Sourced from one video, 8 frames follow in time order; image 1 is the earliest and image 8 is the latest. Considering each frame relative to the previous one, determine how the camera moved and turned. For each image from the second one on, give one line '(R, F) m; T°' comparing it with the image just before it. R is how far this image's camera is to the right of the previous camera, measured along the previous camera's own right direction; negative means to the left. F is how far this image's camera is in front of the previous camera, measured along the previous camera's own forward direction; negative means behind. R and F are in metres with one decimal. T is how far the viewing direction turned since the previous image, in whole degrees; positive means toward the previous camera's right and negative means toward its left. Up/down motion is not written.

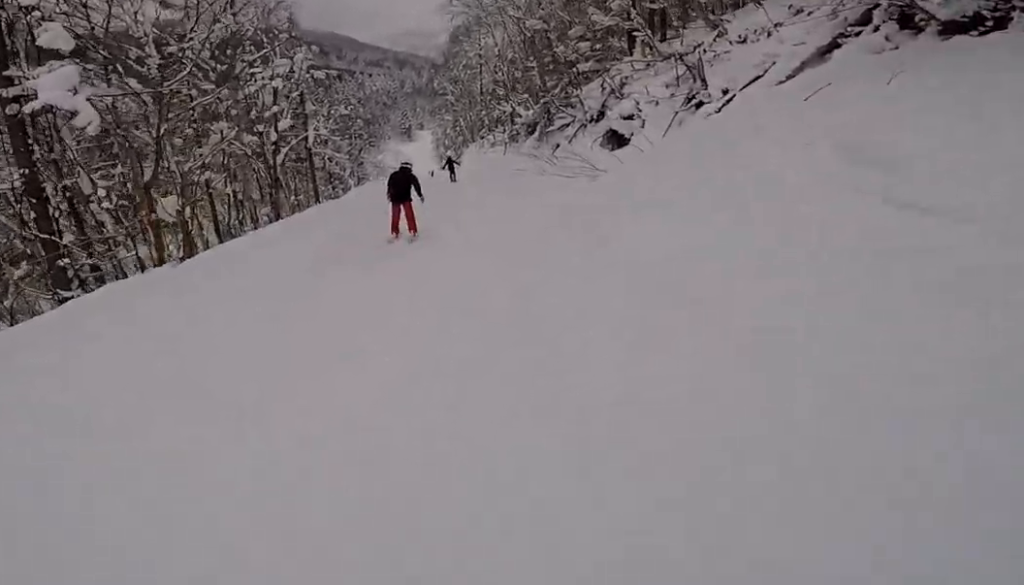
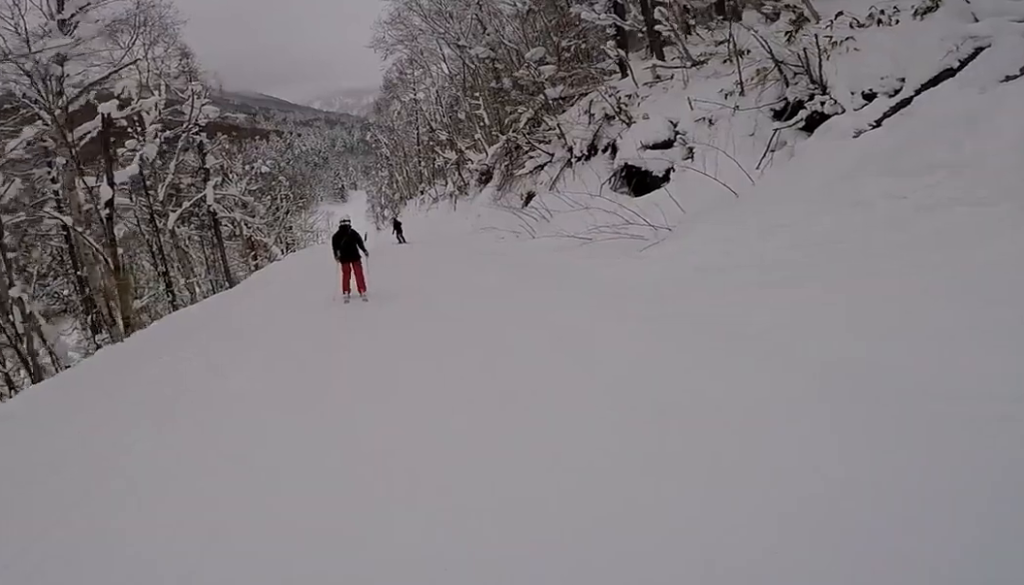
(+1.1, +7.4) m; 0°
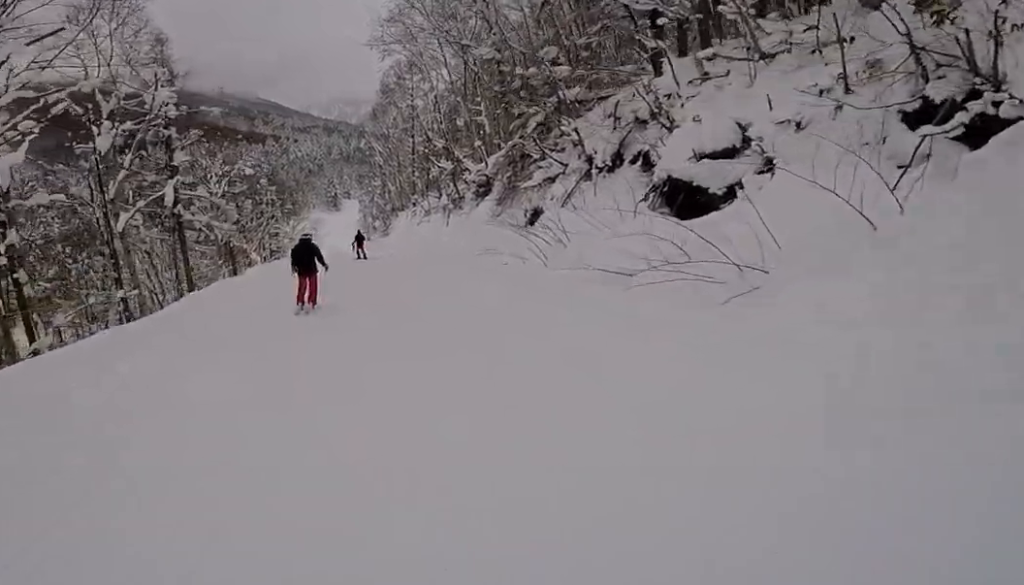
(-0.5, +3.5) m; -5°
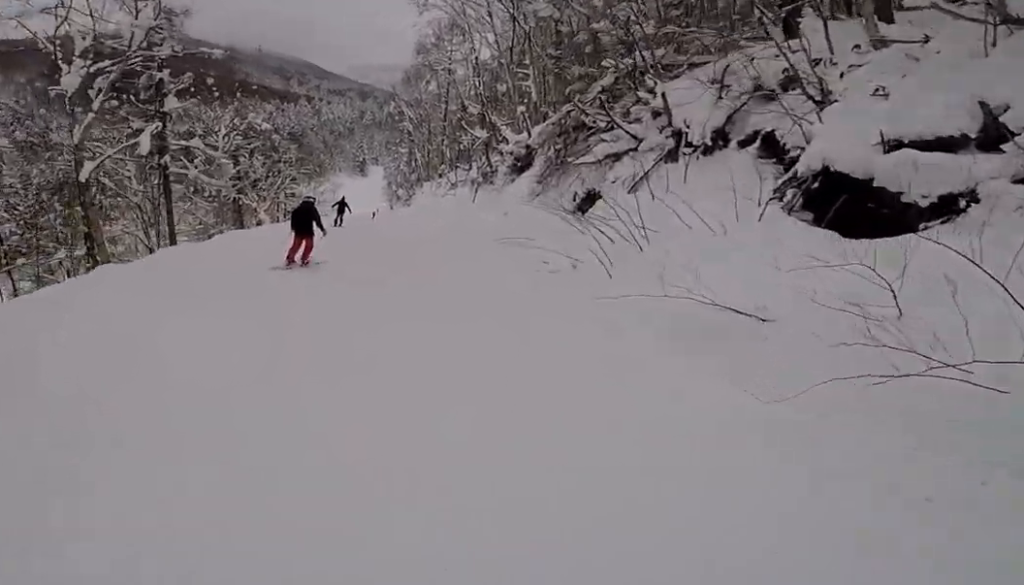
(-0.3, +3.9) m; -3°
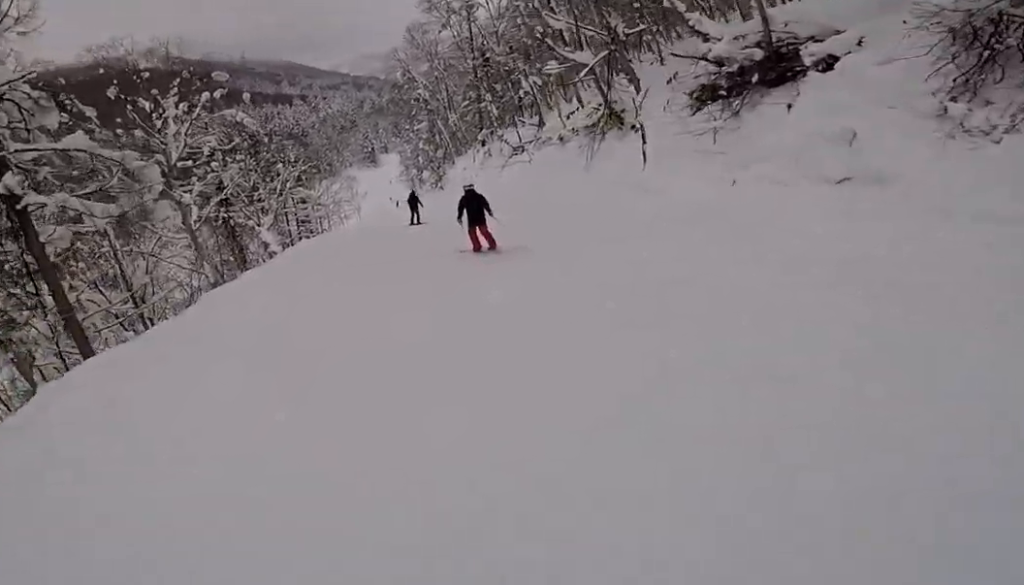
(+1.8, +13.0) m; +9°
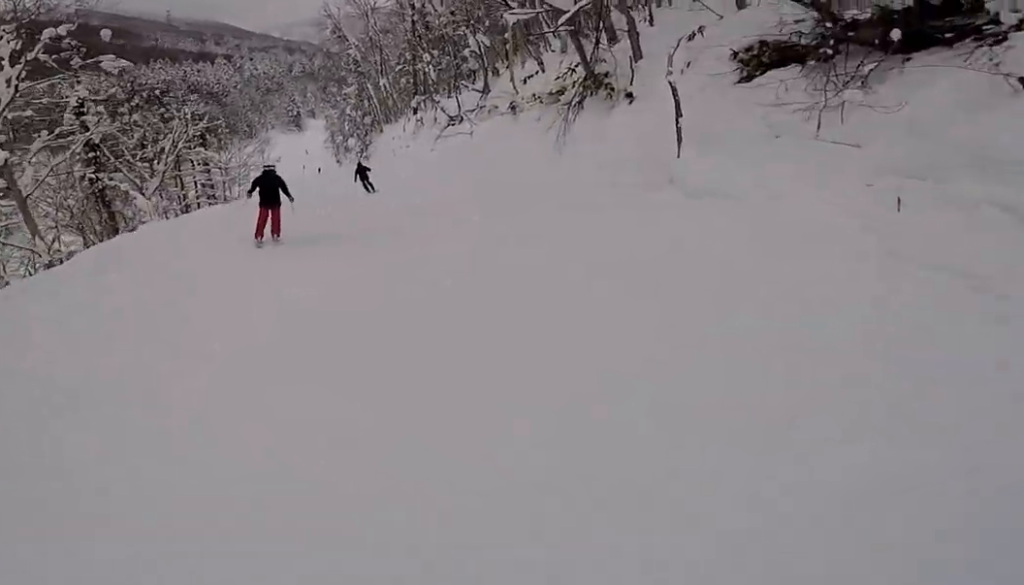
(-0.7, +5.4) m; -7°
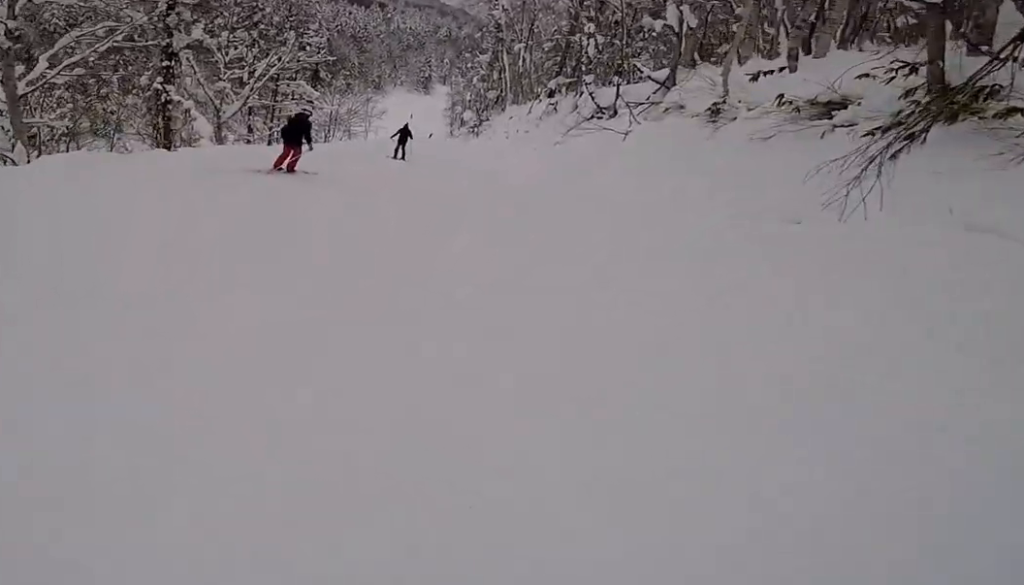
(-0.2, +6.5) m; -2°
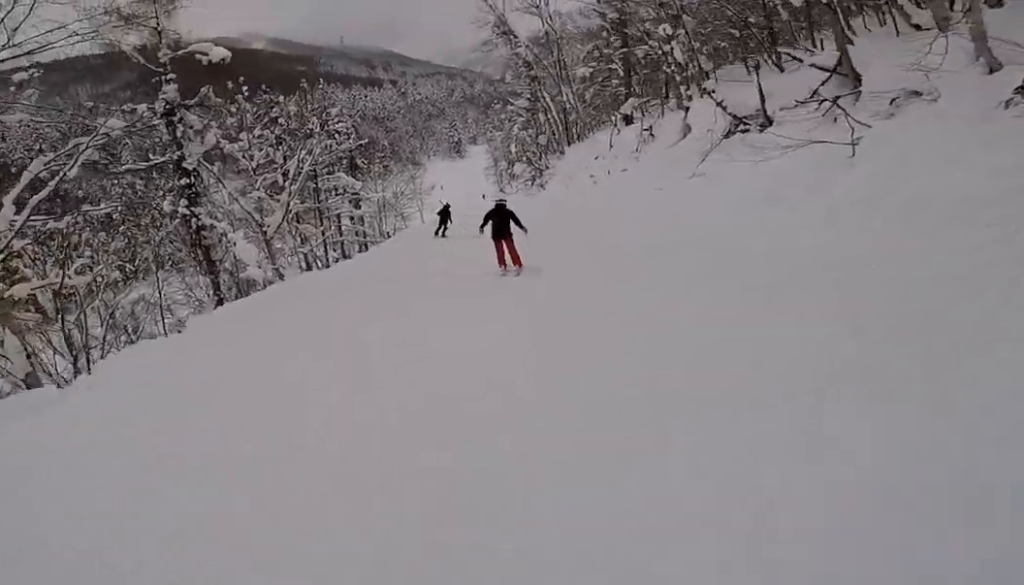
(0.0, +5.6) m; +8°
